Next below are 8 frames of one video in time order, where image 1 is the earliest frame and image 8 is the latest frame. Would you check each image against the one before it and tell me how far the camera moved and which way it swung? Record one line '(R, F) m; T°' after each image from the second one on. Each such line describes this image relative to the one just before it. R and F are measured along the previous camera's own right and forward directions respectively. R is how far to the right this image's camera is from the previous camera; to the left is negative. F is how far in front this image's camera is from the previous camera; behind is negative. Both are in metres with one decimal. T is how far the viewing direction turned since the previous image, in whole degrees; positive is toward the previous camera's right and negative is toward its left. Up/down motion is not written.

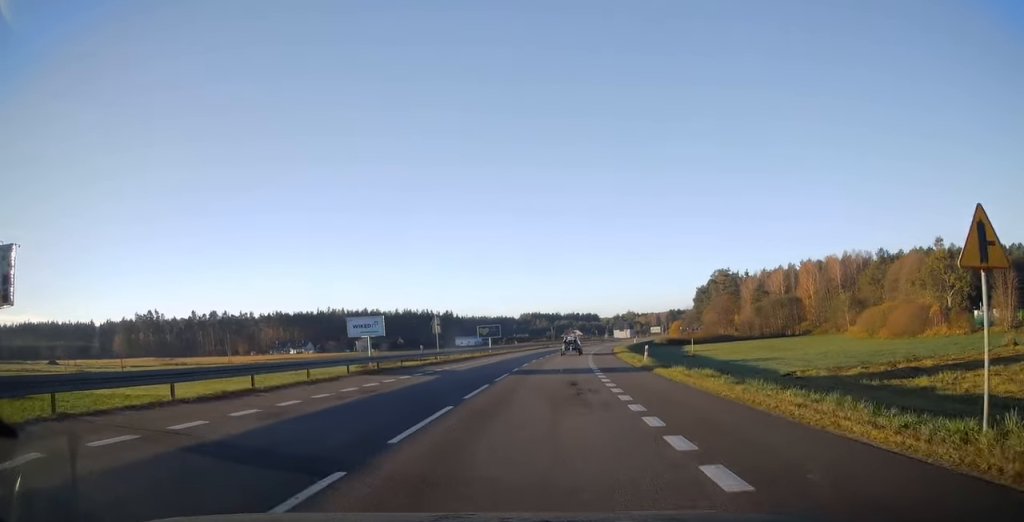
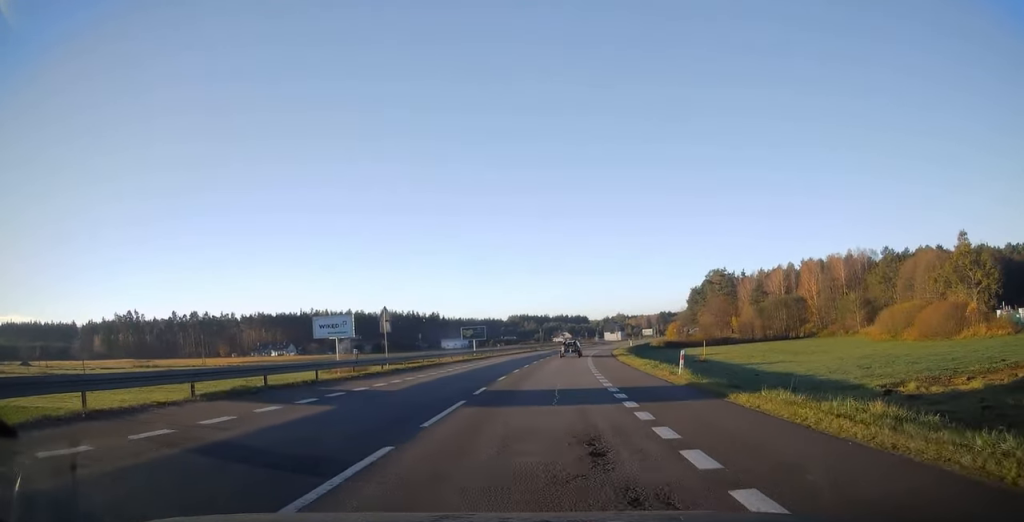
(+0.2, +11.0) m; +1°
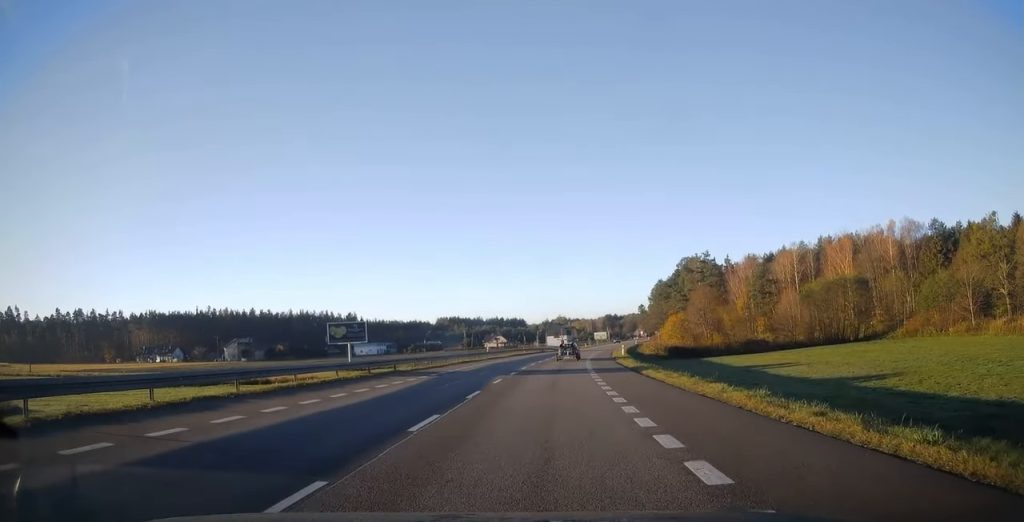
(+3.4, +60.8) m; +6°
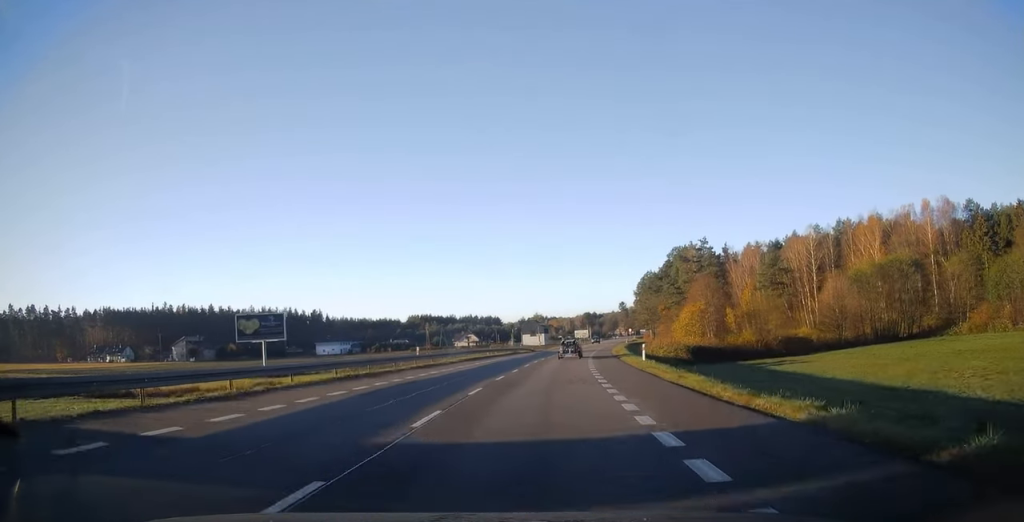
(+0.3, +24.1) m; +2°
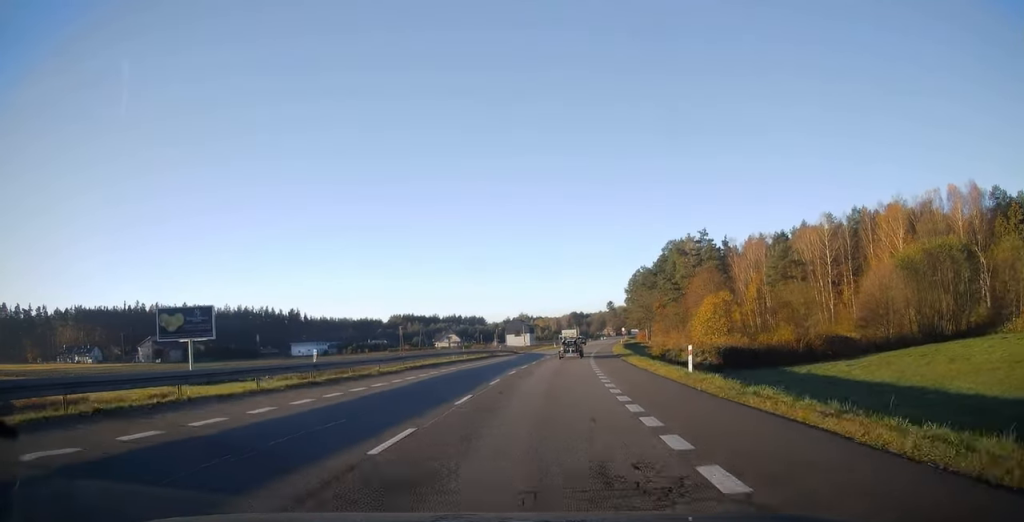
(+0.3, +14.5) m; +1°
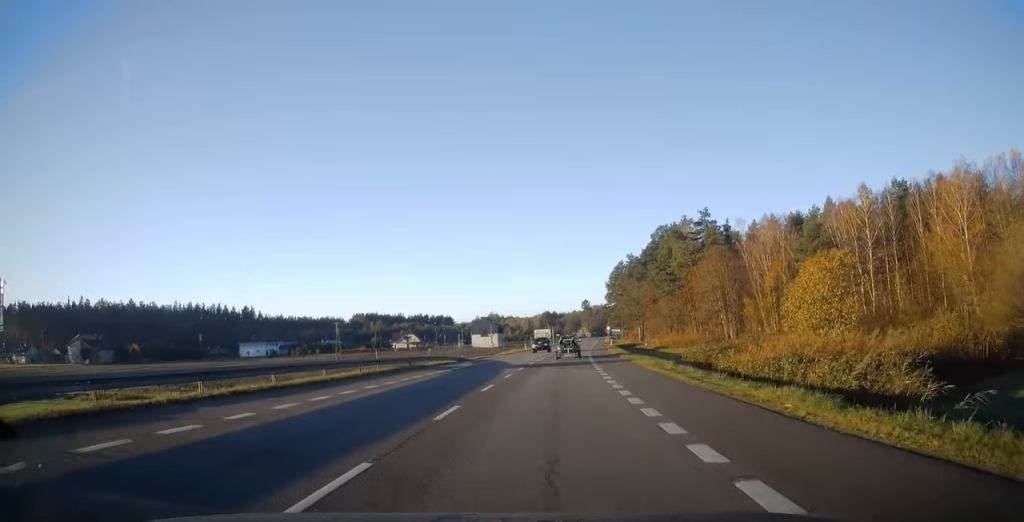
(+0.3, +27.1) m; +2°
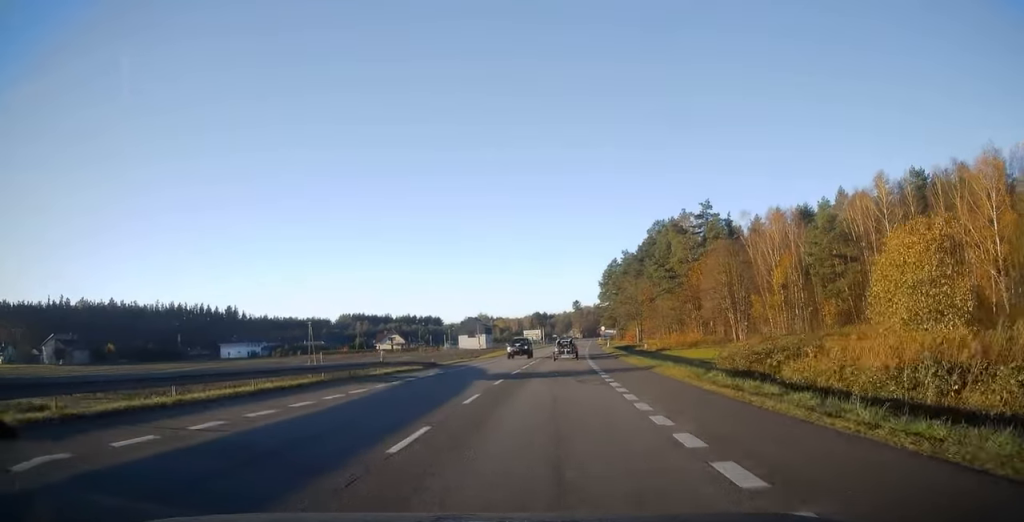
(+0.3, +9.1) m; +1°
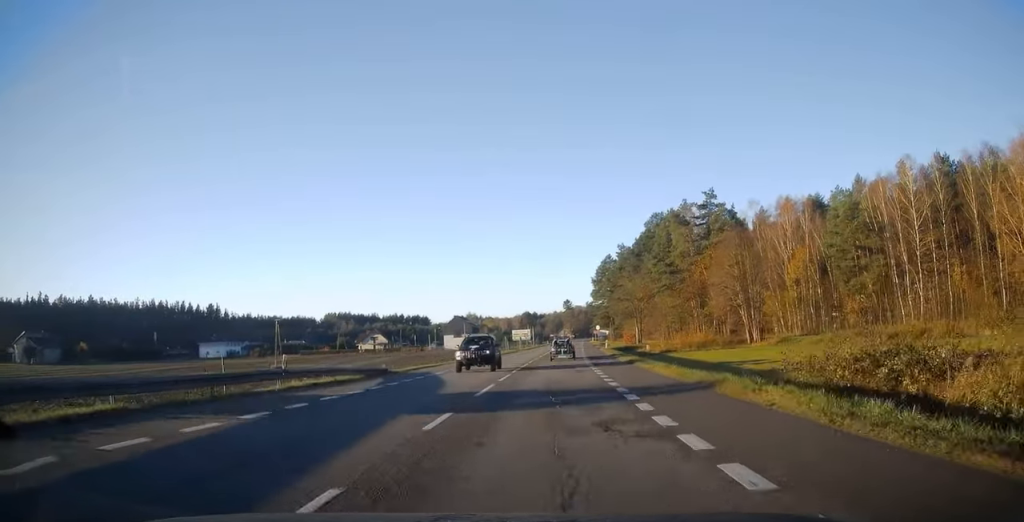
(+0.2, +10.2) m; +1°
